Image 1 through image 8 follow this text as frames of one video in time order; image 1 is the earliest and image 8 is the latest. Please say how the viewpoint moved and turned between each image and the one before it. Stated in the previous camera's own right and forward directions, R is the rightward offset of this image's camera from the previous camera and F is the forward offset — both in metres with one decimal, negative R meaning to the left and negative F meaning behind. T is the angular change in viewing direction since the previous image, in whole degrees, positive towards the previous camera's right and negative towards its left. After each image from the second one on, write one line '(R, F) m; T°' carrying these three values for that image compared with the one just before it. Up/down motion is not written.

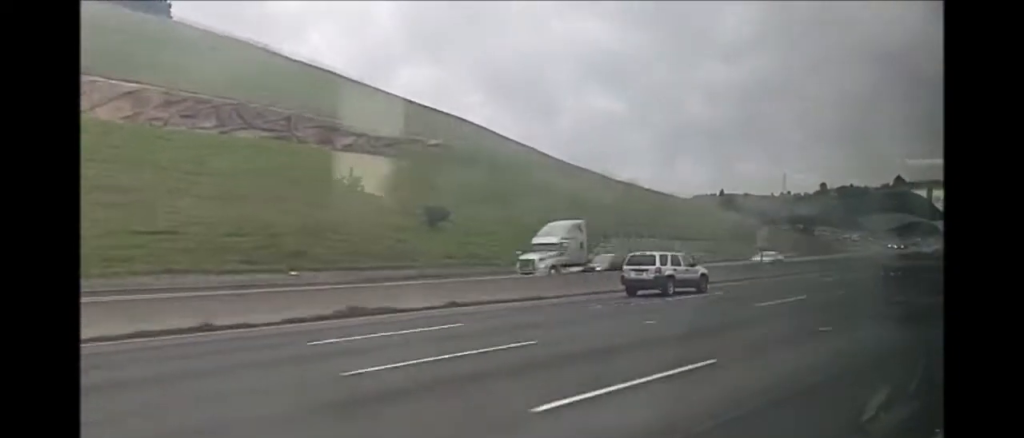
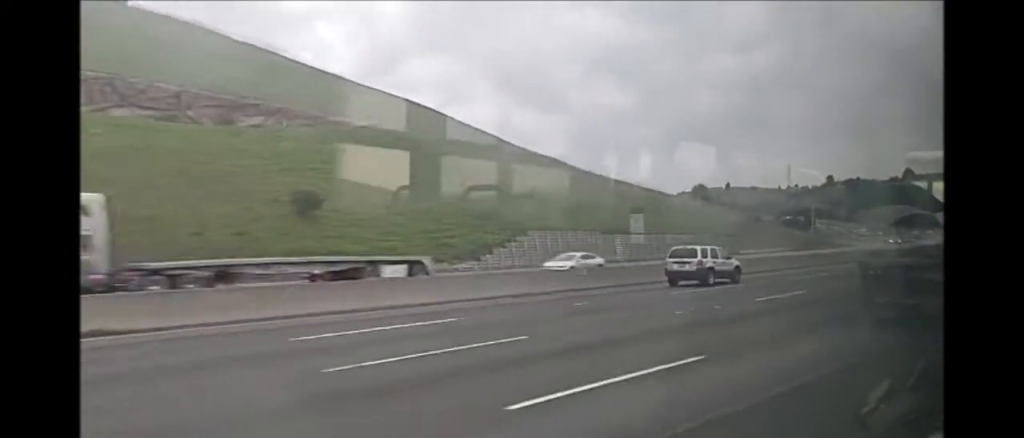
(-0.7, +14.1) m; -1°
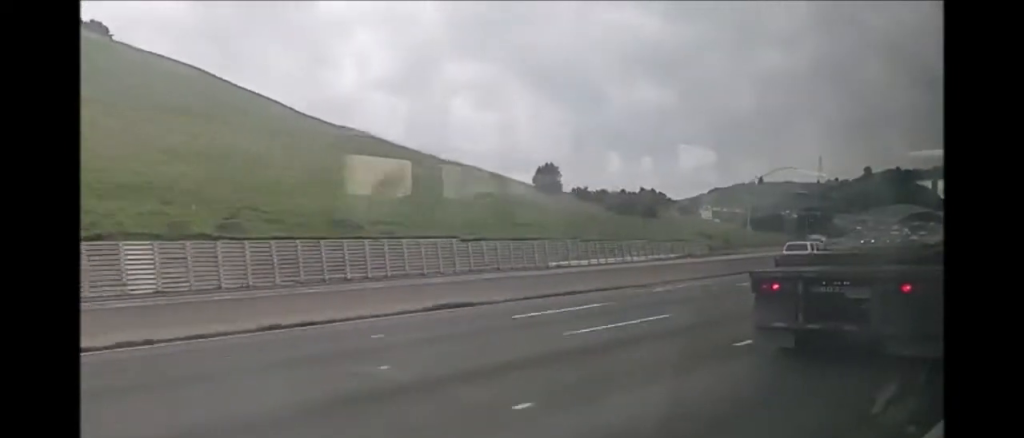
(0.0, +53.5) m; -2°
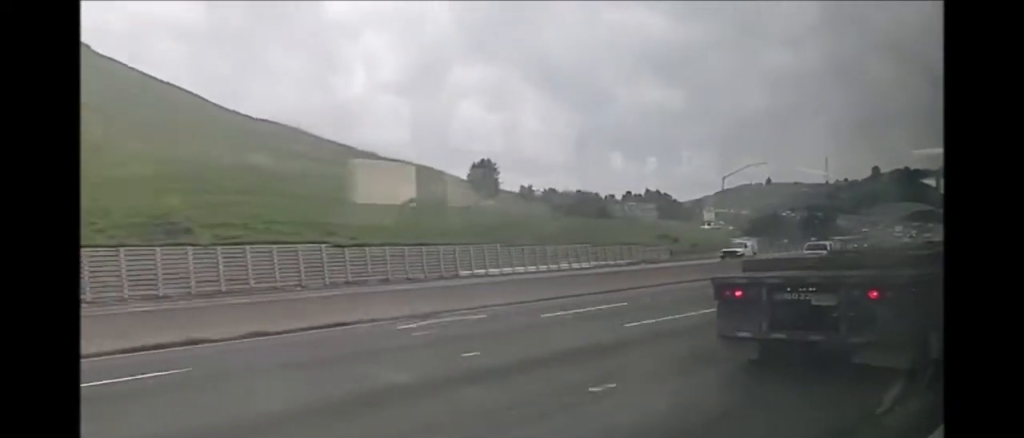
(-0.2, +14.1) m; -1°
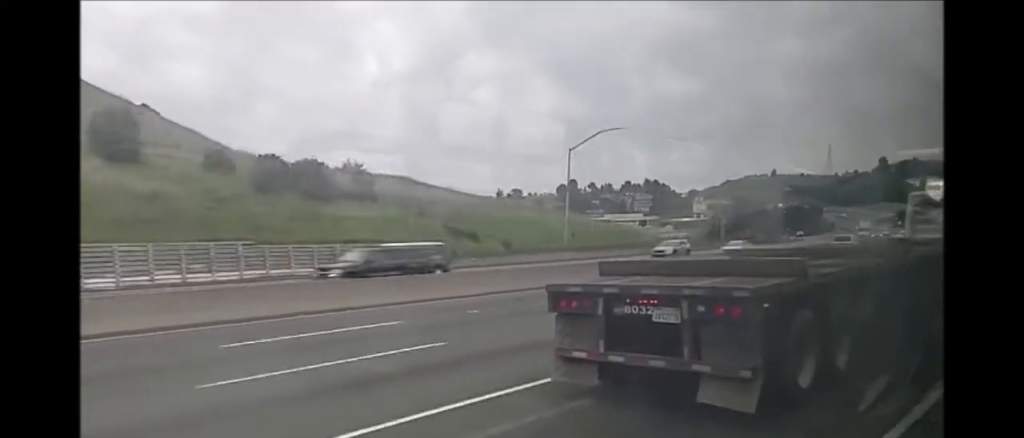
(0.0, +38.0) m; -1°
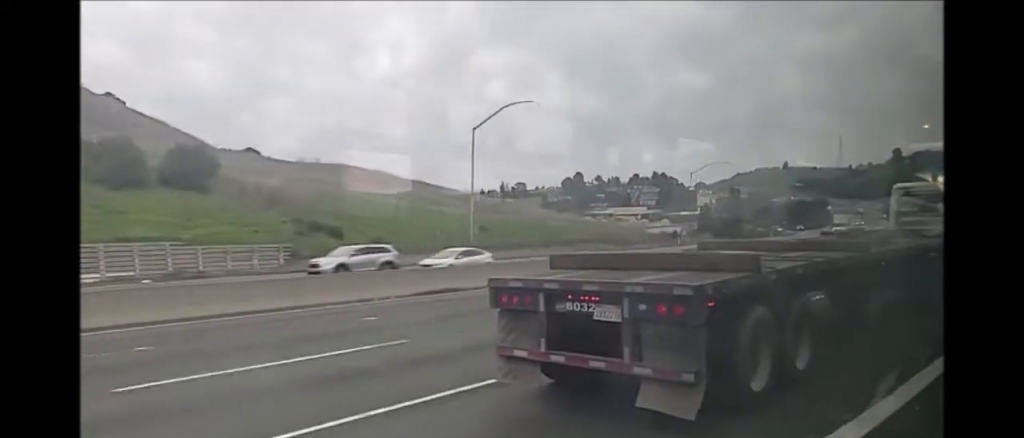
(-0.3, +15.9) m; 0°
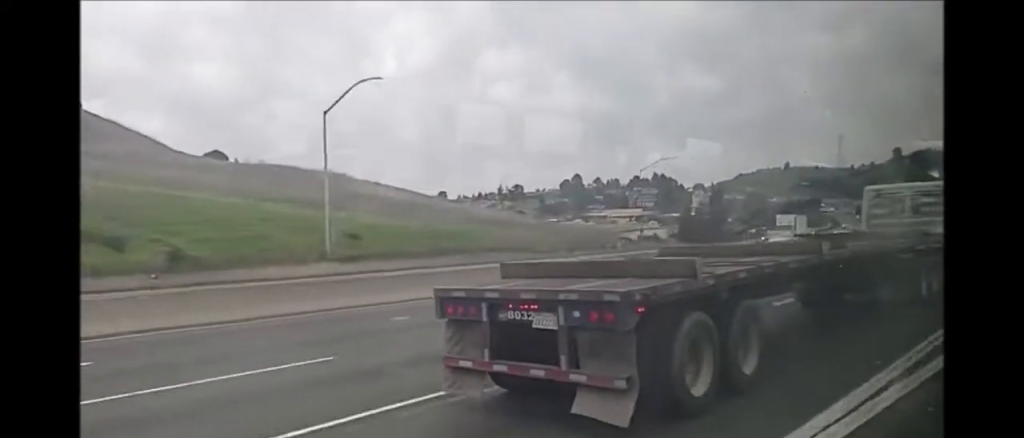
(-0.7, +15.6) m; 0°
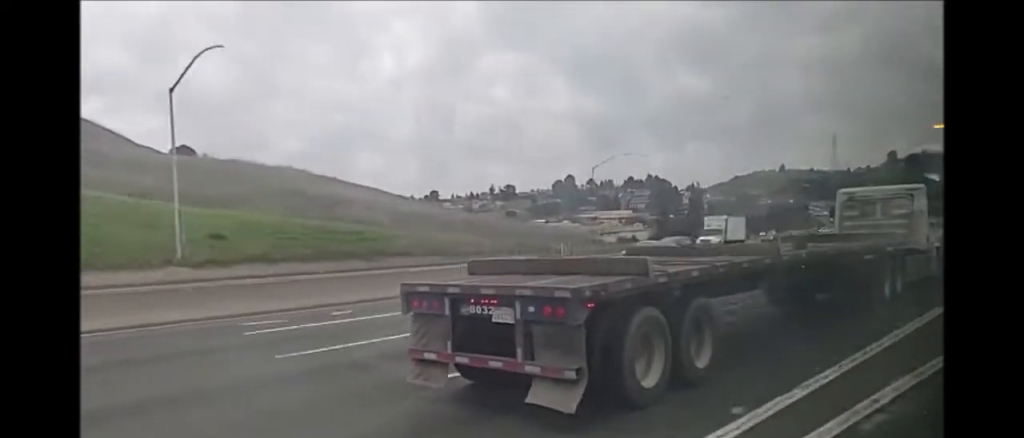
(+0.5, +11.0) m; -1°
